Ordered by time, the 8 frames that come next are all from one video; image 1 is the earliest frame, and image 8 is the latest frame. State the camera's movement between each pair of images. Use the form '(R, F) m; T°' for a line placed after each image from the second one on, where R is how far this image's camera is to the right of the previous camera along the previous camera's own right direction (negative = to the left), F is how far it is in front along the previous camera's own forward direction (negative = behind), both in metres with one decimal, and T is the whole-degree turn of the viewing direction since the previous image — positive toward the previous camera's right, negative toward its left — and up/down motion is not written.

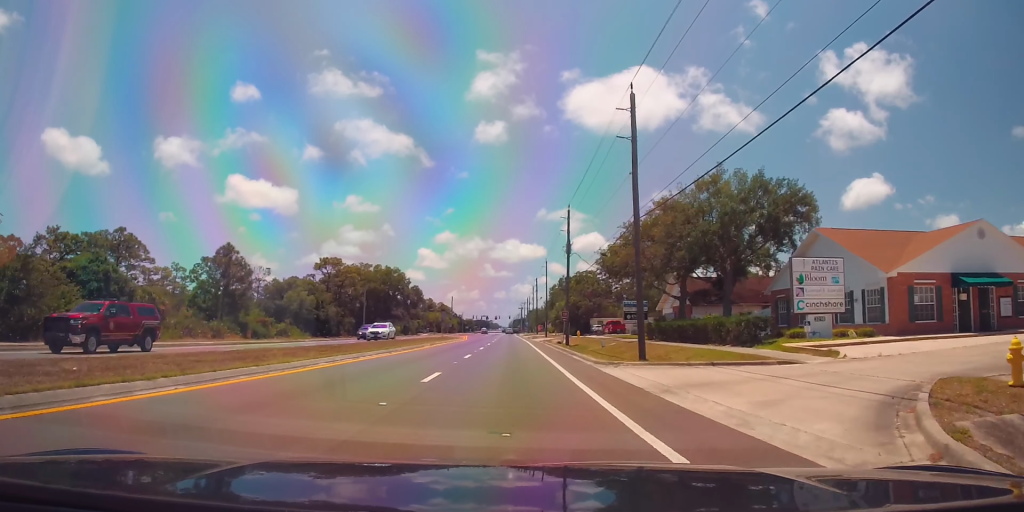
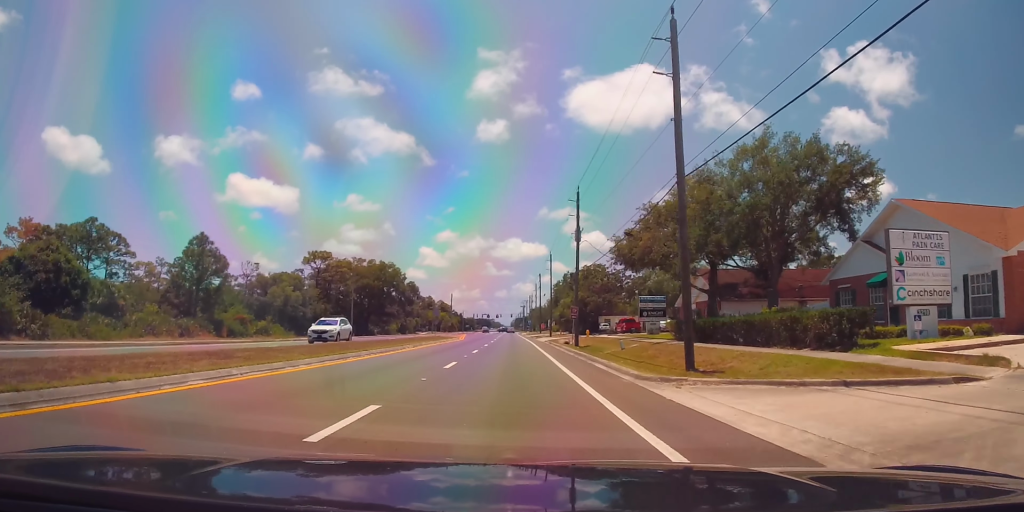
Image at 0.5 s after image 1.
(0.0, +7.9) m; 0°
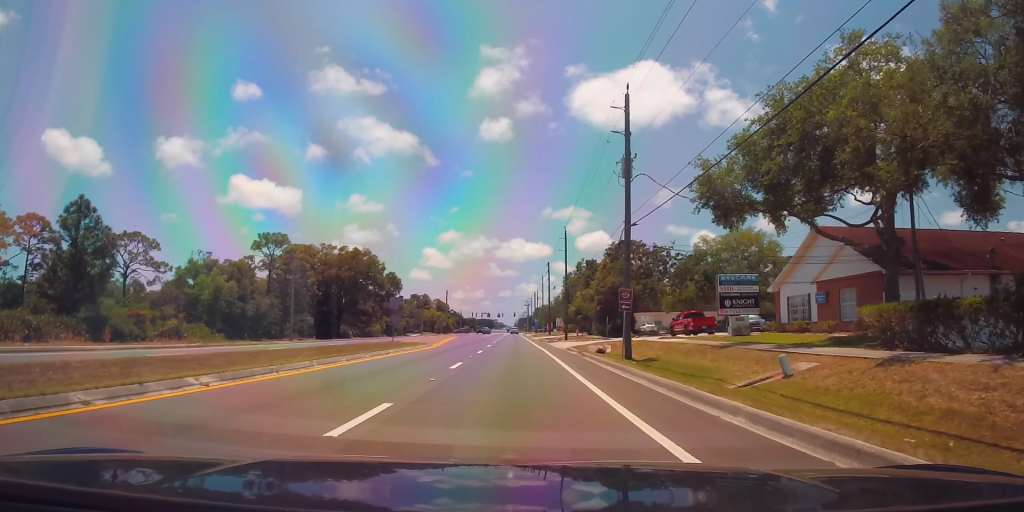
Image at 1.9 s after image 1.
(0.0, +24.0) m; 0°
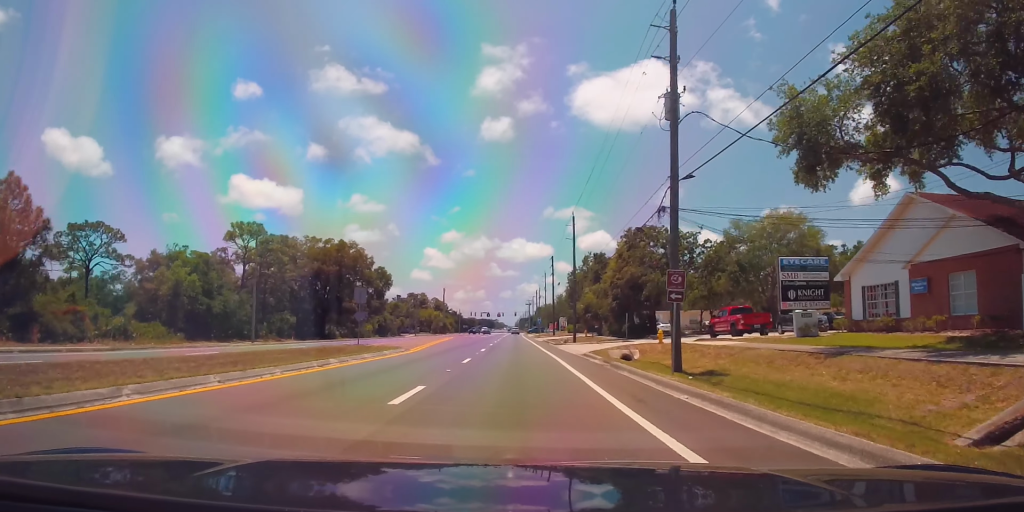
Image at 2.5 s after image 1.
(0.0, +9.3) m; -1°
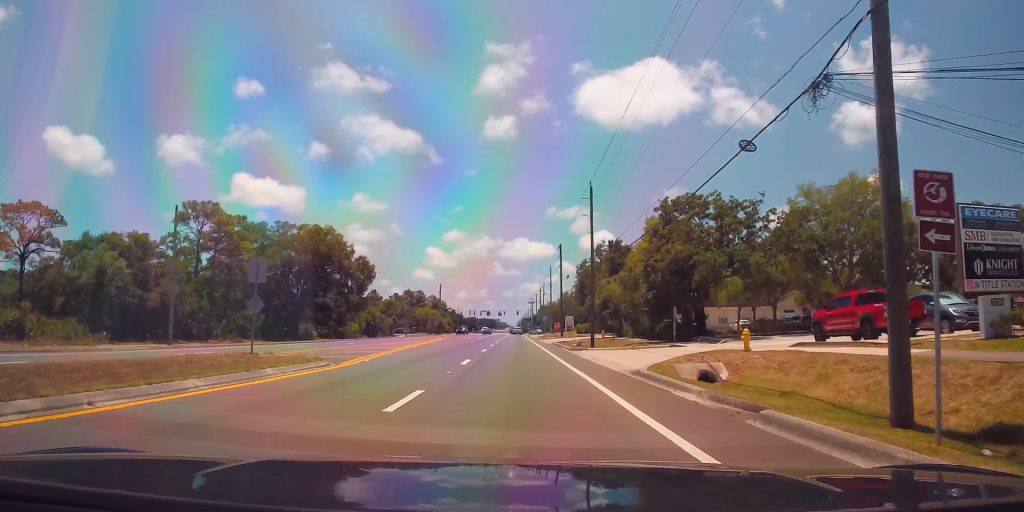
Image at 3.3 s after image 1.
(-0.1, +13.4) m; -1°
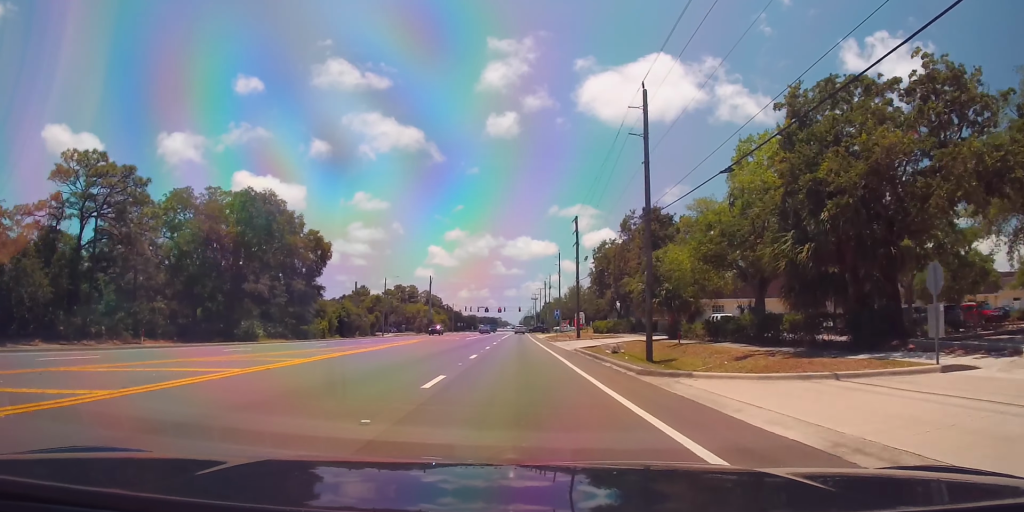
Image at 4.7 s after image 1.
(0.0, +21.2) m; +1°
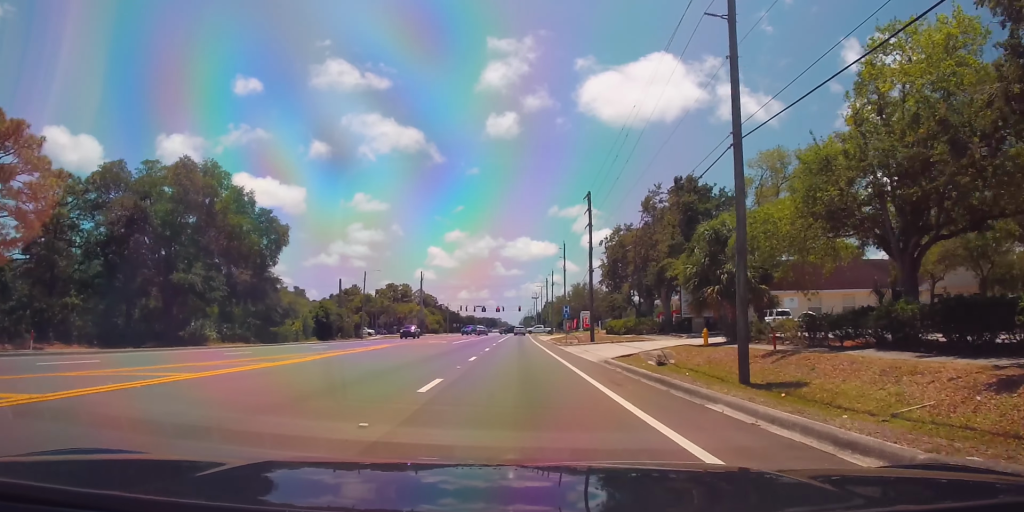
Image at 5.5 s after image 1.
(+0.1, +12.5) m; +1°
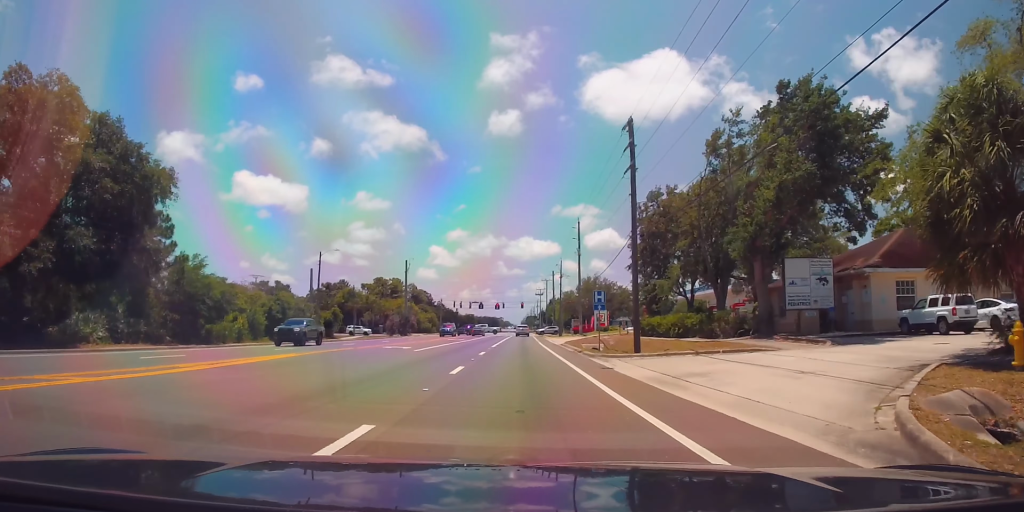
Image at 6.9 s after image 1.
(0.0, +19.8) m; 0°
